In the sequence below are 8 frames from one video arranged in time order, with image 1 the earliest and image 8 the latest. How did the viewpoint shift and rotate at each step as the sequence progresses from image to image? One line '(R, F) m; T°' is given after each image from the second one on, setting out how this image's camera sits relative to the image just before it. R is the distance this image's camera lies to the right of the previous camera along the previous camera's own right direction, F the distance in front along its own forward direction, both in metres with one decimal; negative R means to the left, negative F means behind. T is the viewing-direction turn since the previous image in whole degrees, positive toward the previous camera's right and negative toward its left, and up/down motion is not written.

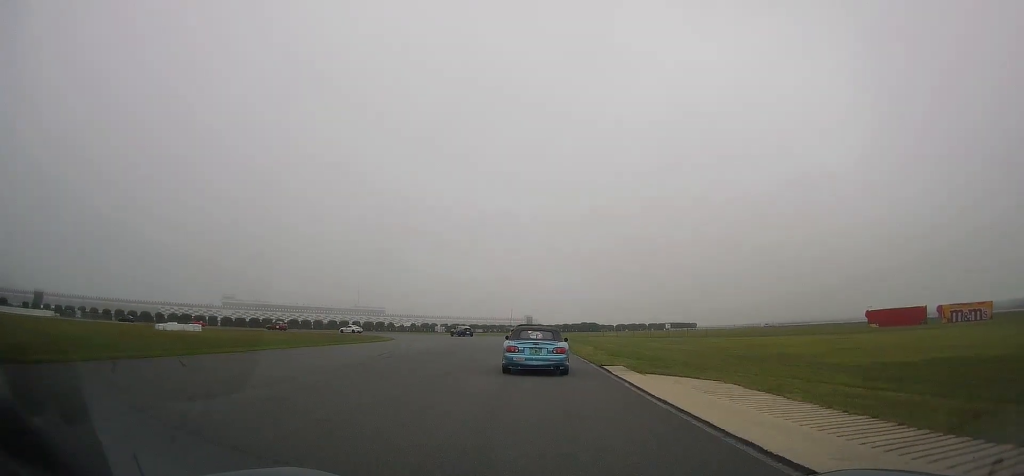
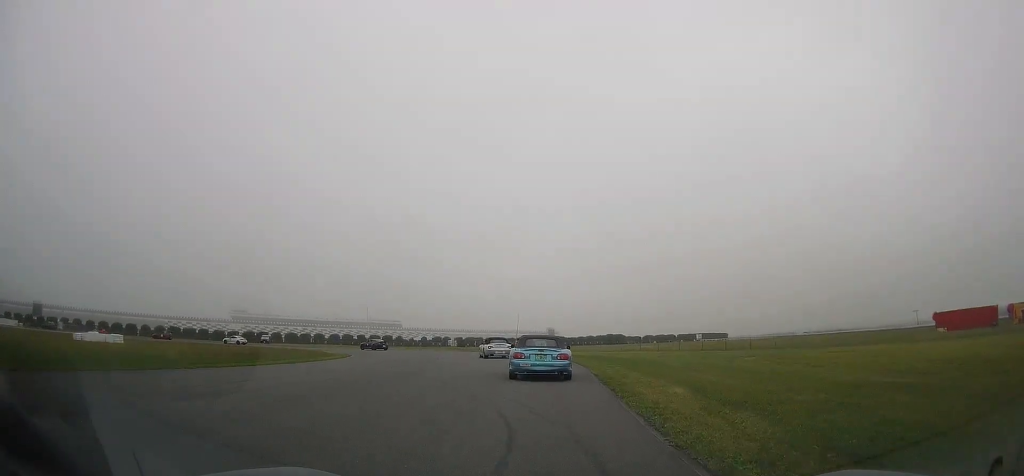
(-0.6, +19.5) m; -3°
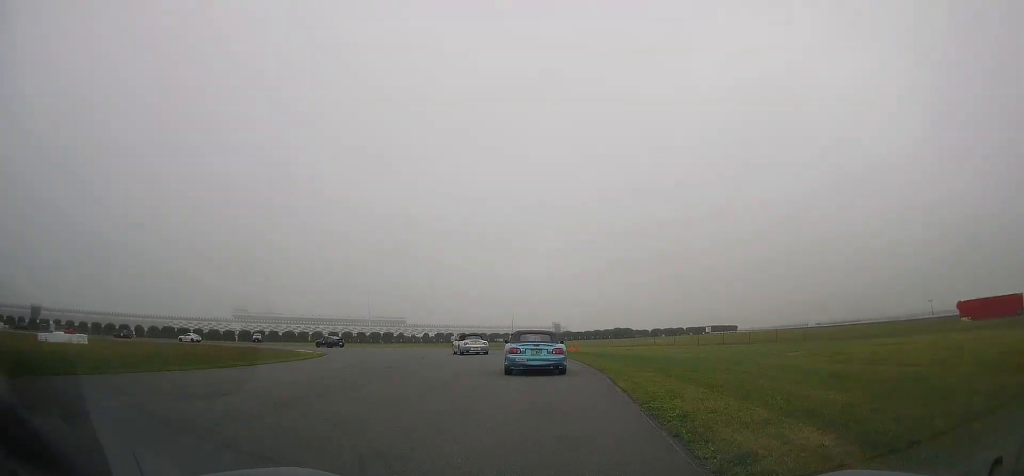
(0.0, +6.6) m; 0°
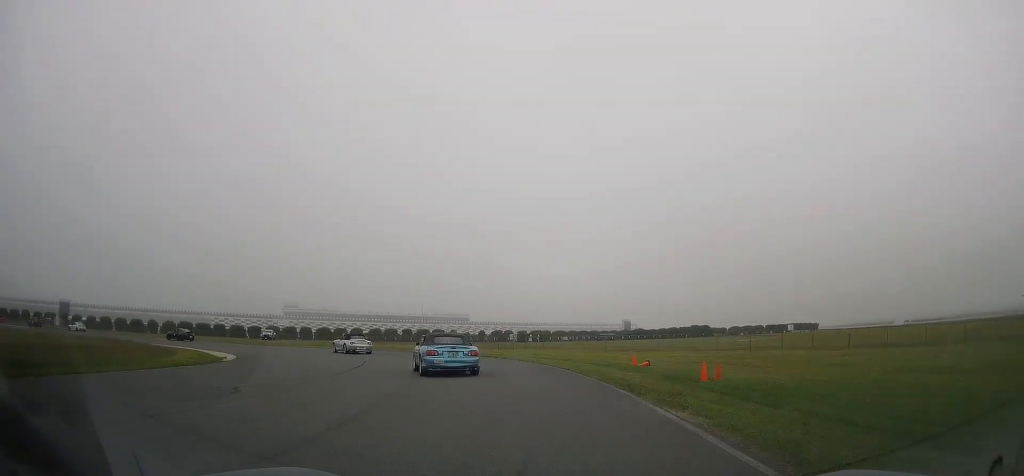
(-0.5, +23.0) m; -5°
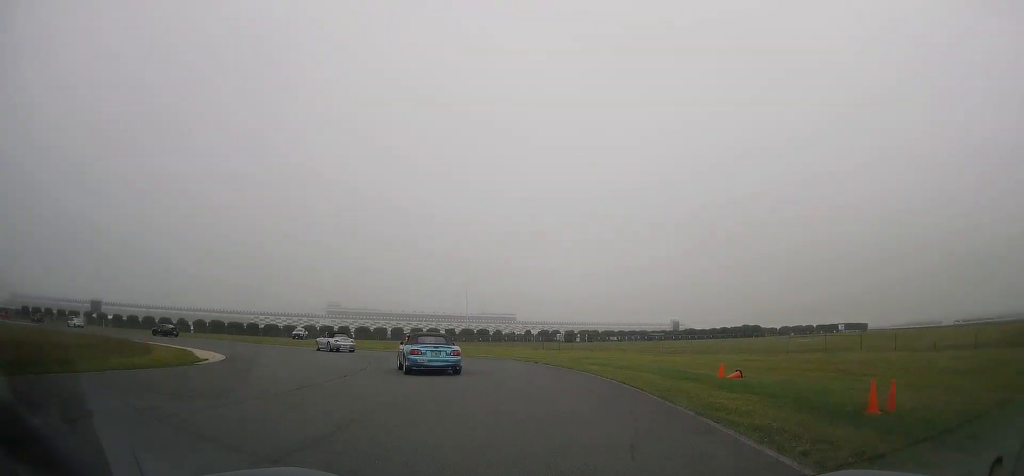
(-0.1, +5.9) m; -4°
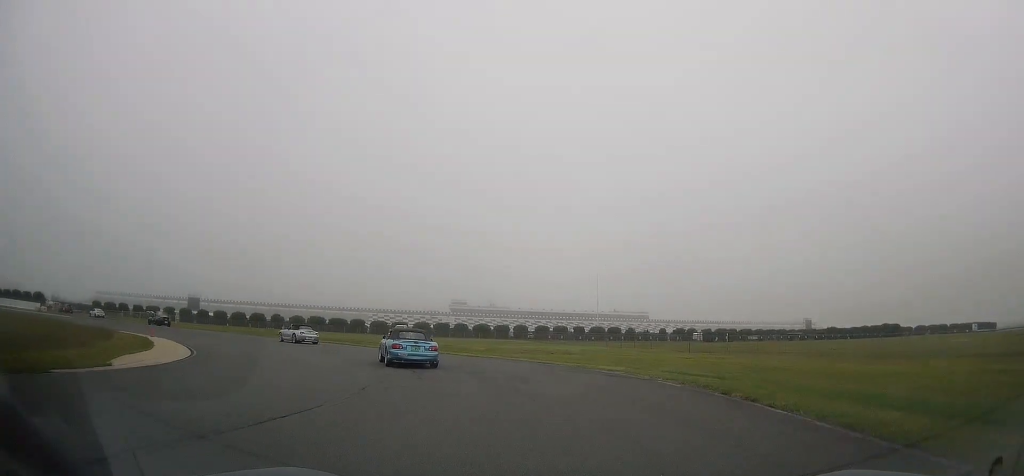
(-1.2, +13.3) m; -12°
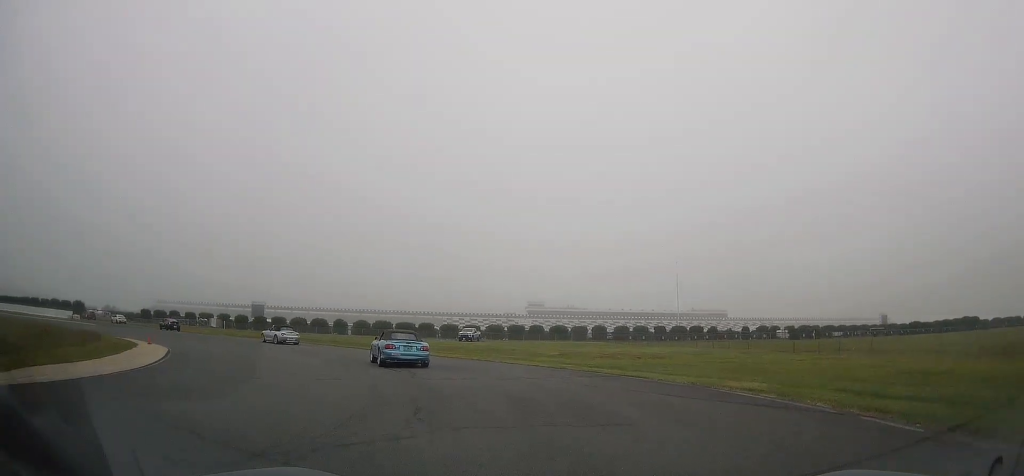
(-0.5, +7.1) m; -7°
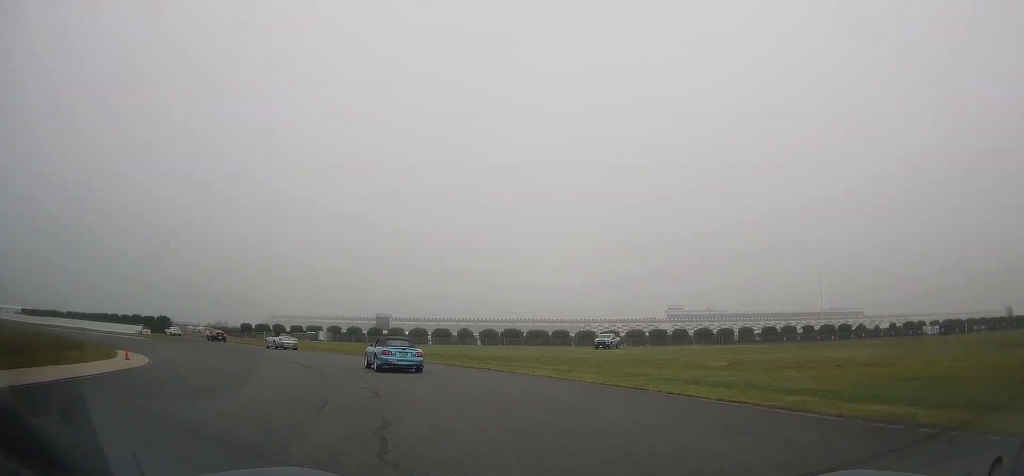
(-1.1, +10.9) m; -13°
